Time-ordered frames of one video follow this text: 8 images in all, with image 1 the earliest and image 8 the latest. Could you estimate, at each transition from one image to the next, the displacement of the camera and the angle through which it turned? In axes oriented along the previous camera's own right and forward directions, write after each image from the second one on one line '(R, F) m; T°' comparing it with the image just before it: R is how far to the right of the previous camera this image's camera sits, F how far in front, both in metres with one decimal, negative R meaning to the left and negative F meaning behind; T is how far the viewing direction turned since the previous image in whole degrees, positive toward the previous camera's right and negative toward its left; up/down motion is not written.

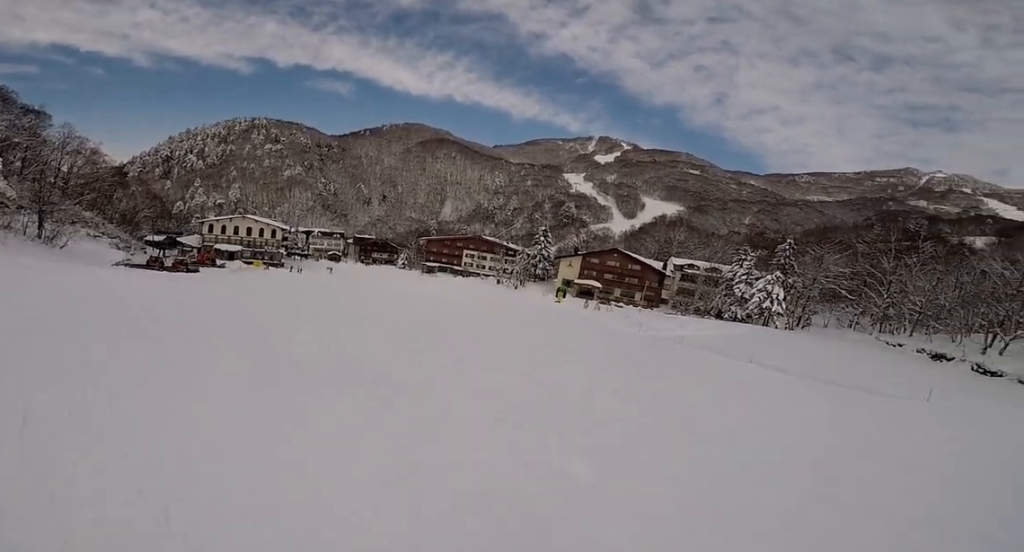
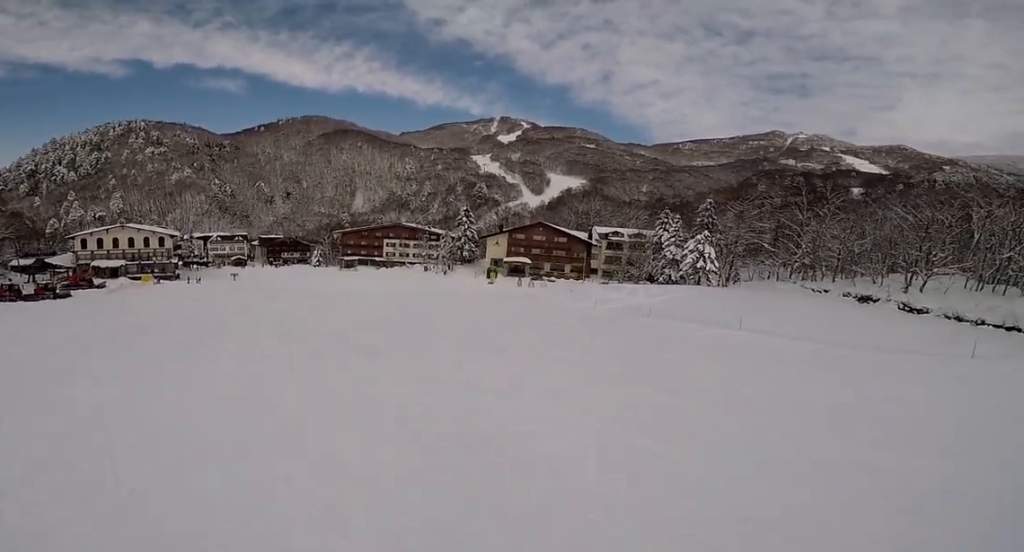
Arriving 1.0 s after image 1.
(+1.0, +6.7) m; -2°
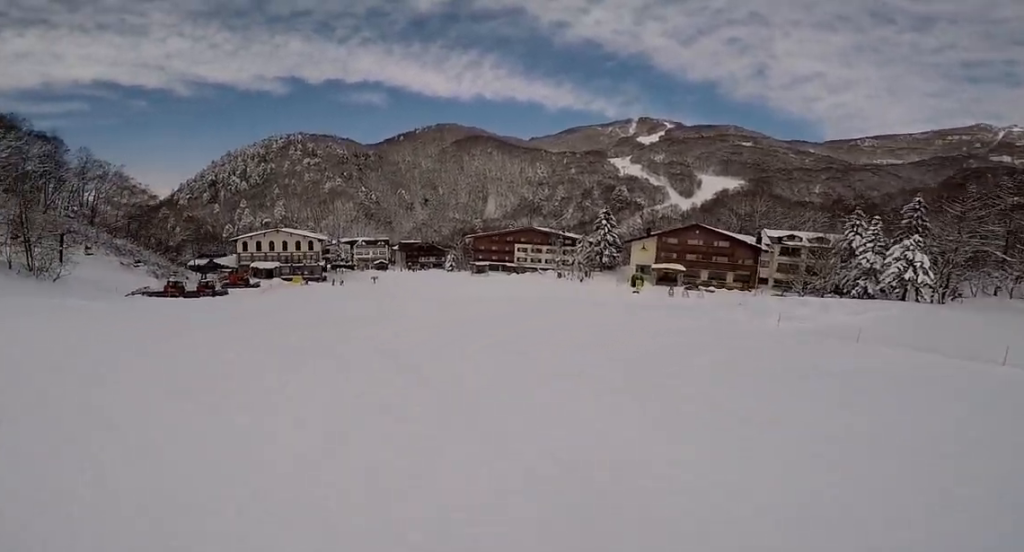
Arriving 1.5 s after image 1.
(-0.7, +4.0) m; -10°
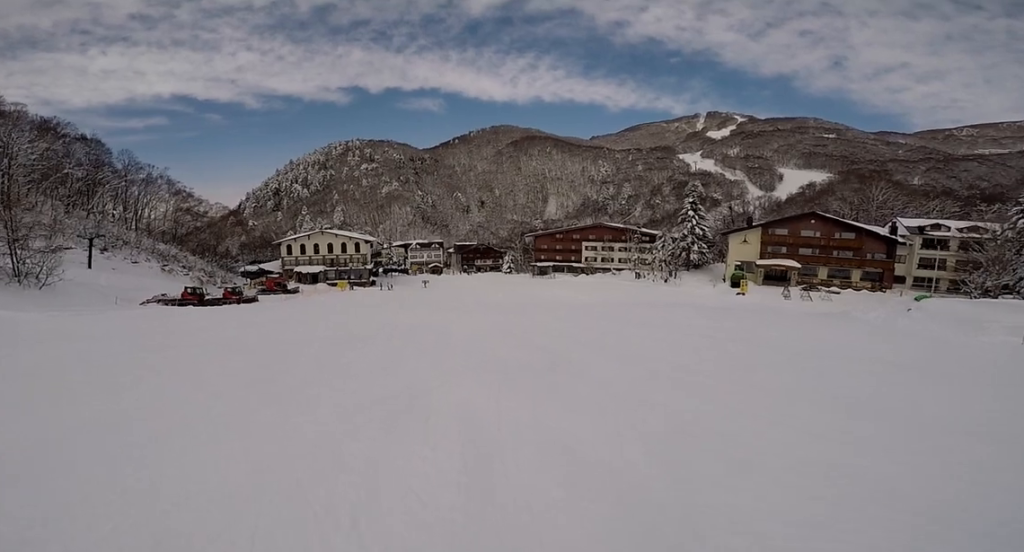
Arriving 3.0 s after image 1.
(-1.5, +10.9) m; -6°
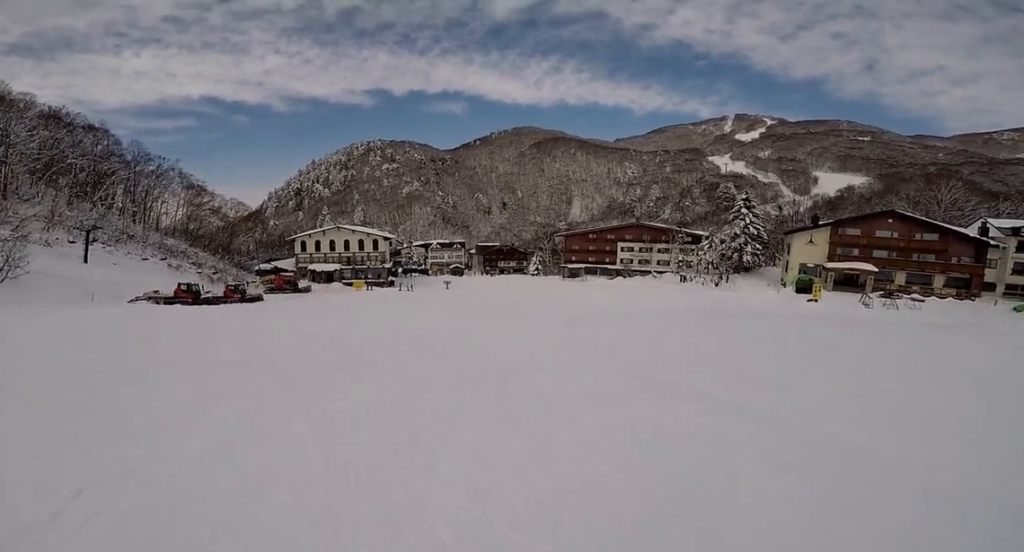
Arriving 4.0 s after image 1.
(+0.5, +7.2) m; -1°
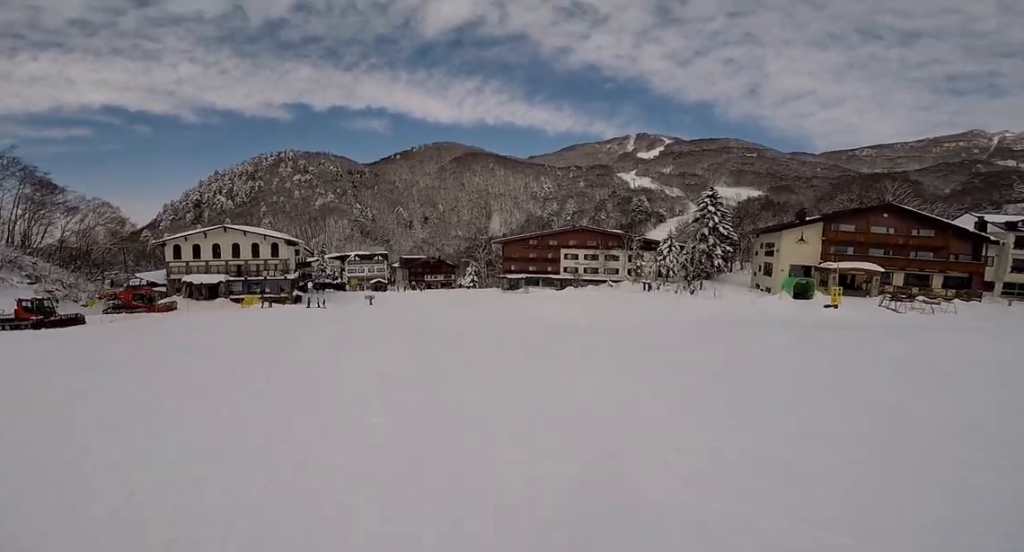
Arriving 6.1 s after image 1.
(+0.9, +16.3) m; +8°
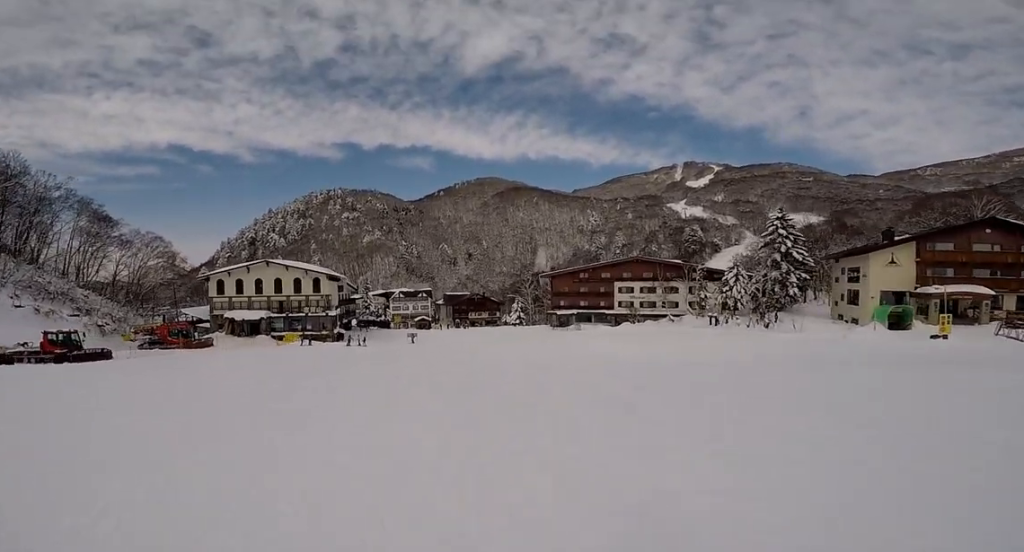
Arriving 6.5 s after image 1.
(+0.1, +3.6) m; -4°
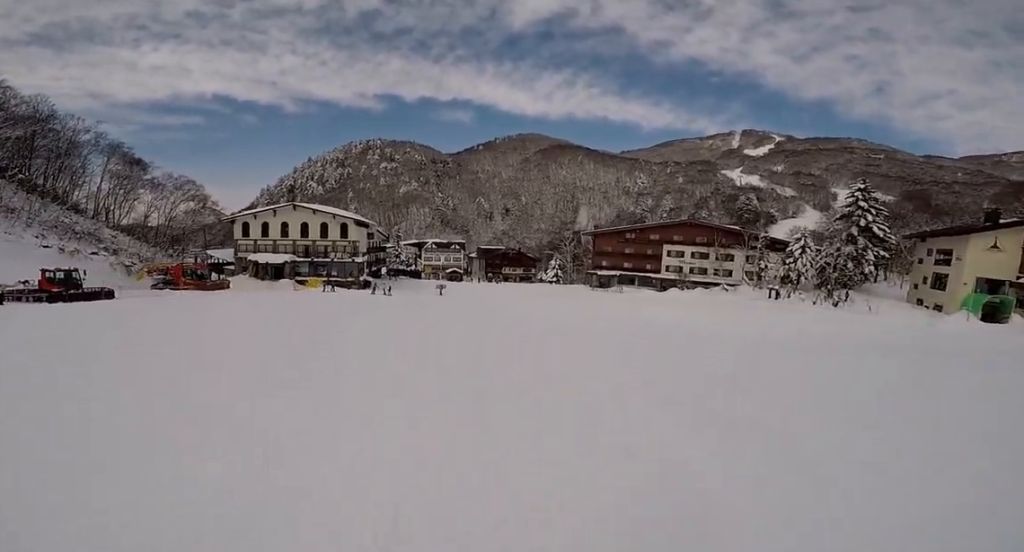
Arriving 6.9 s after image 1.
(+0.2, +3.7) m; -4°
